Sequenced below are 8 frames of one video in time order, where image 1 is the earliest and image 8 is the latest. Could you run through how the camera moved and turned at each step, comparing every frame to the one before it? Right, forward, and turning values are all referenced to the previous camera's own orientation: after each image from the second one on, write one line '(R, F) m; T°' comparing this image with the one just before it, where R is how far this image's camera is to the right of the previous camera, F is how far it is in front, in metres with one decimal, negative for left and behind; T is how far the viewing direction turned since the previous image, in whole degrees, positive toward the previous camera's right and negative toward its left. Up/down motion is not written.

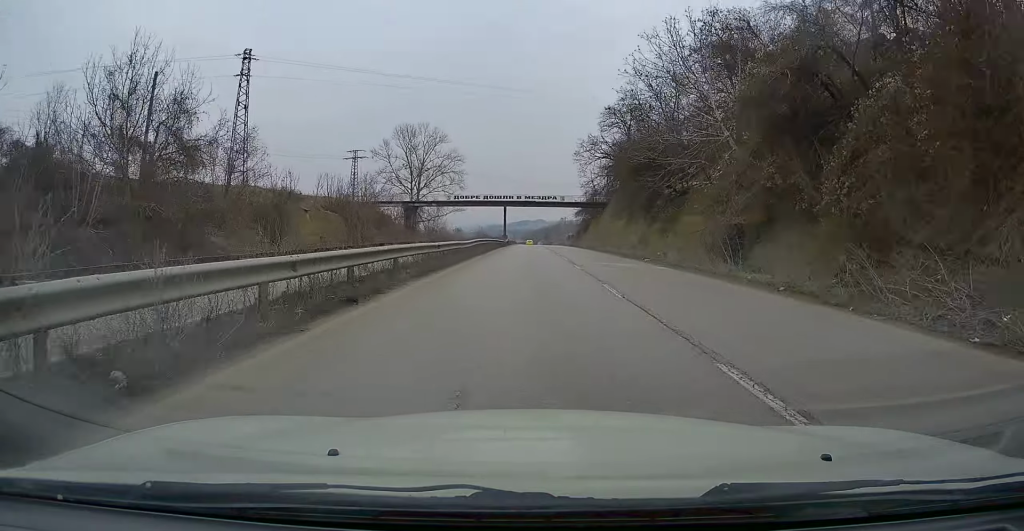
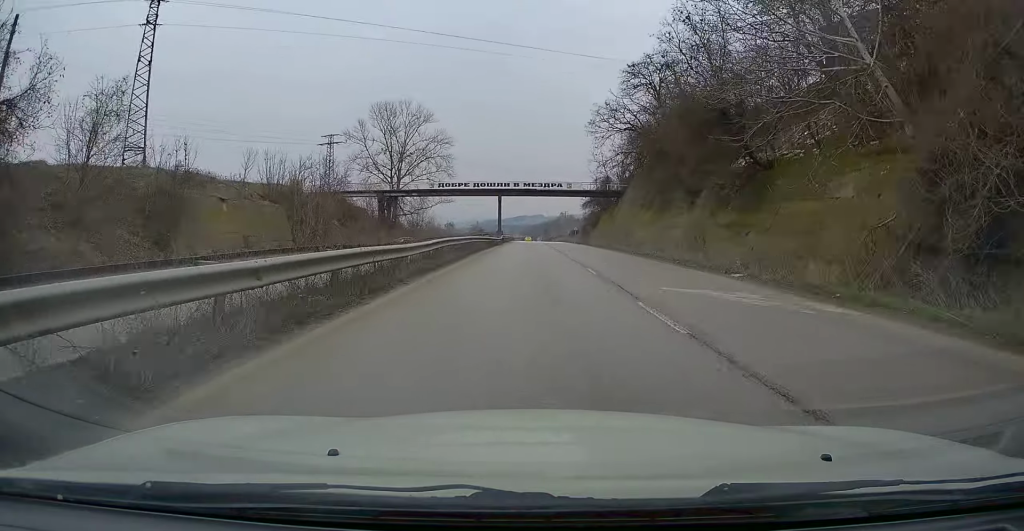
(+0.1, +13.3) m; 0°
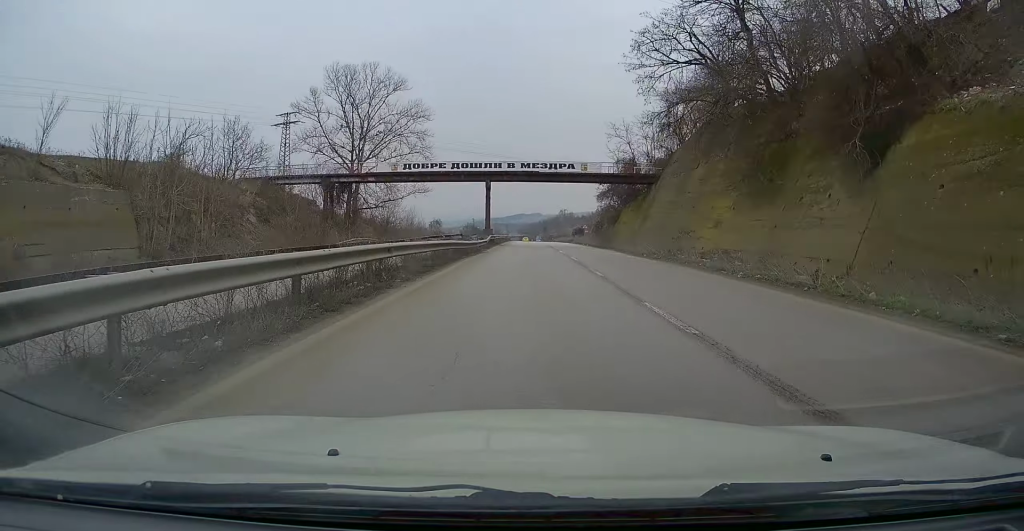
(0.0, +17.9) m; 0°
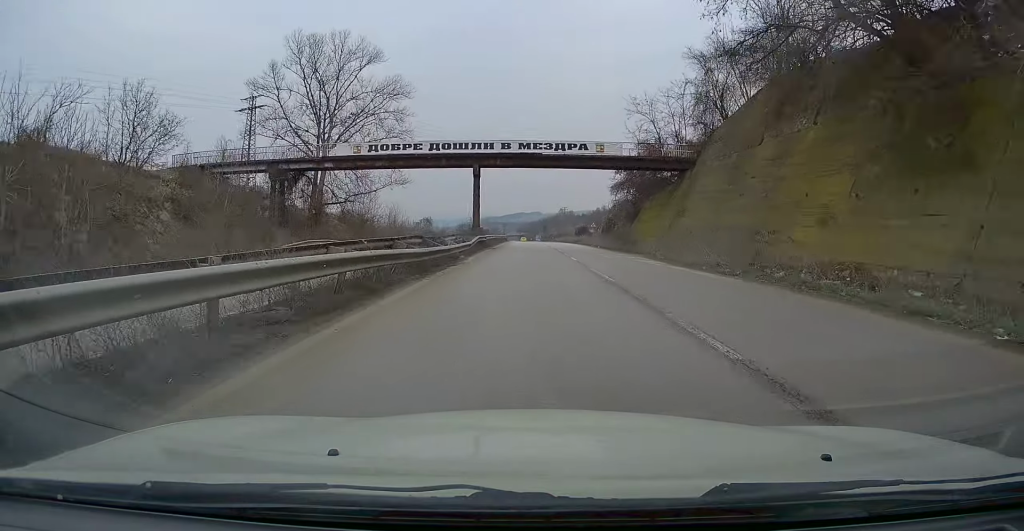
(0.0, +10.6) m; 0°
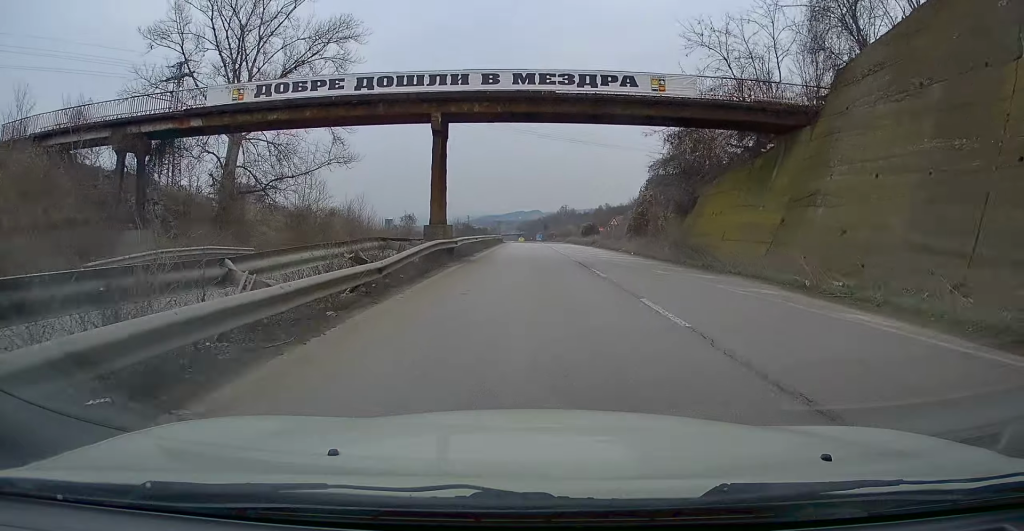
(+0.1, +16.2) m; 0°
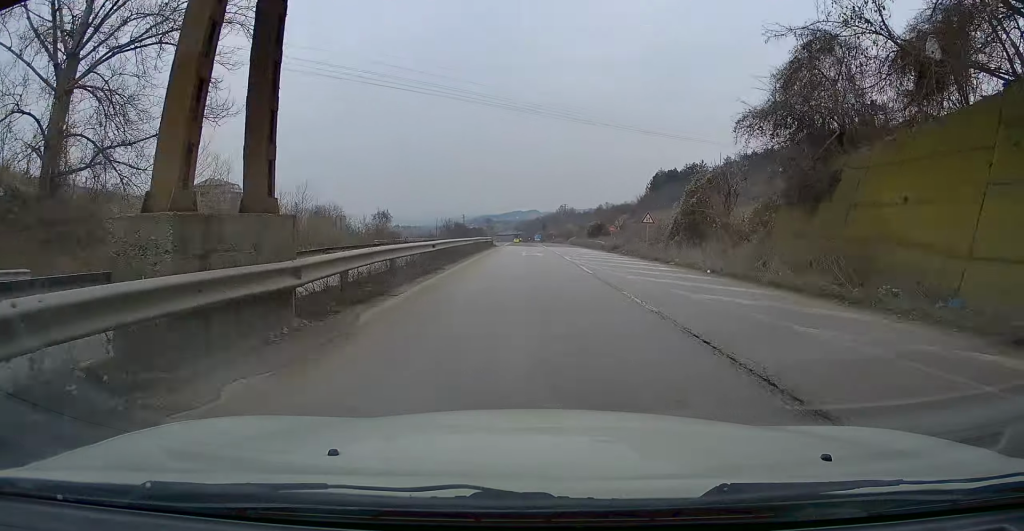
(-0.1, +15.2) m; -1°
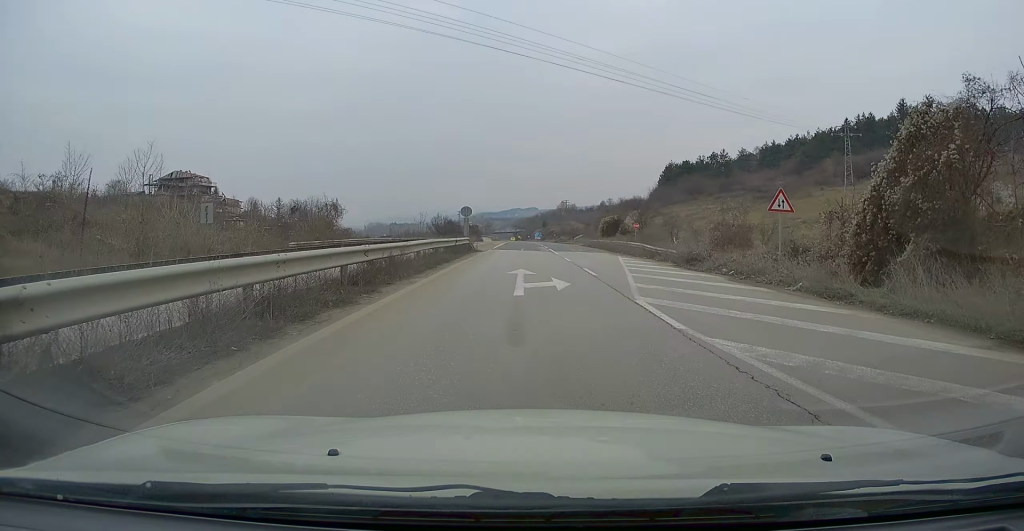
(-0.2, +19.5) m; 0°
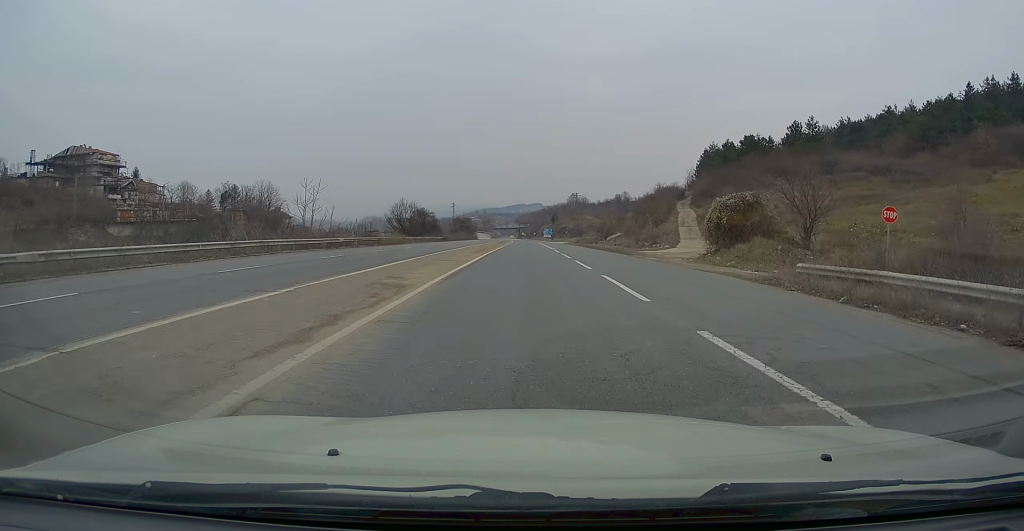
(+1.1, +47.3) m; 0°
